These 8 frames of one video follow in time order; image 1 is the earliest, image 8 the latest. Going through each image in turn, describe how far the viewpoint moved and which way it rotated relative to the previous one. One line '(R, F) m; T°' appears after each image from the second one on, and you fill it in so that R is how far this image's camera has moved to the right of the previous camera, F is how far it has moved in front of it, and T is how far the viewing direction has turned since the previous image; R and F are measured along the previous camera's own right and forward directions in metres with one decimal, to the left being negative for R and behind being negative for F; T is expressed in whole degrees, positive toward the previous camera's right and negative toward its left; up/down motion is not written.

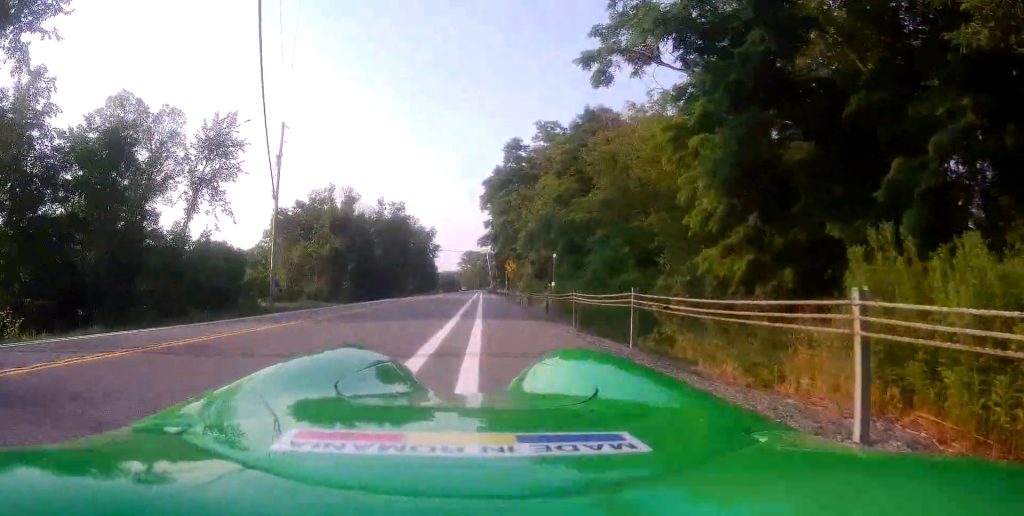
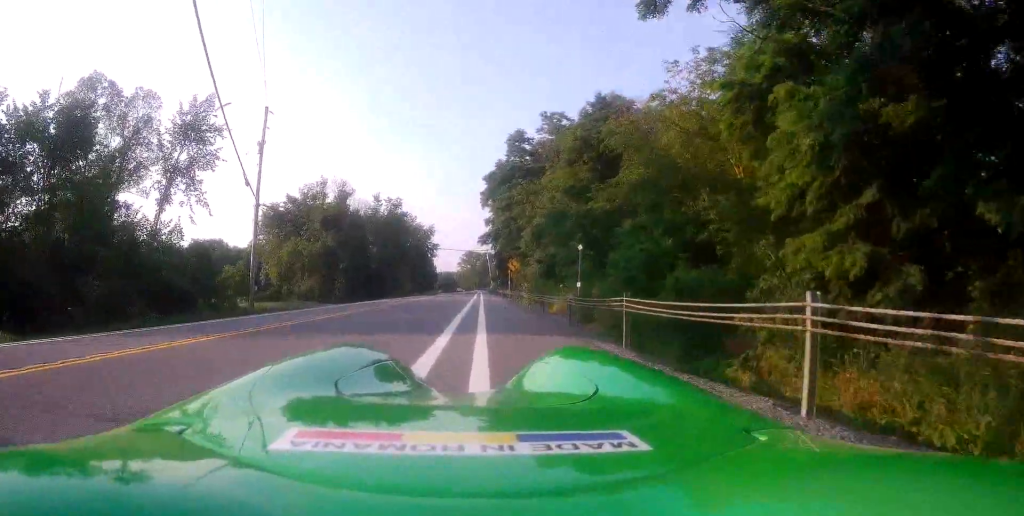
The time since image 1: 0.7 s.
(+0.1, +4.1) m; +4°
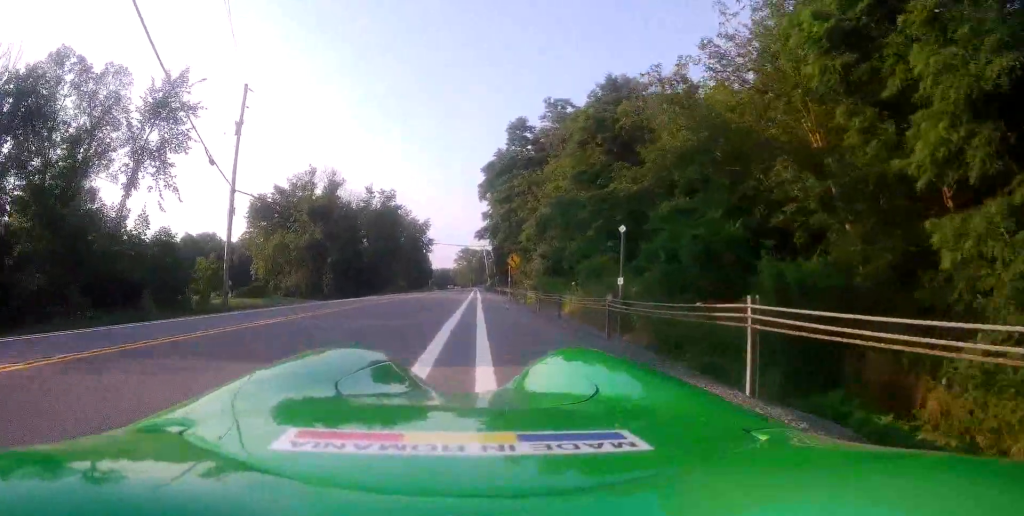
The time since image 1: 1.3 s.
(+0.2, +4.0) m; +2°
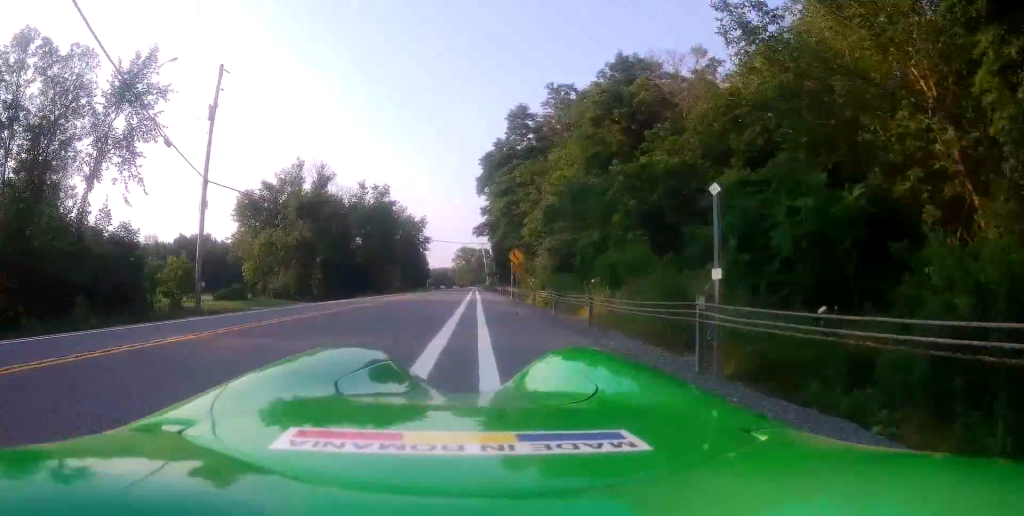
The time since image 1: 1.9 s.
(0.0, +4.0) m; 0°
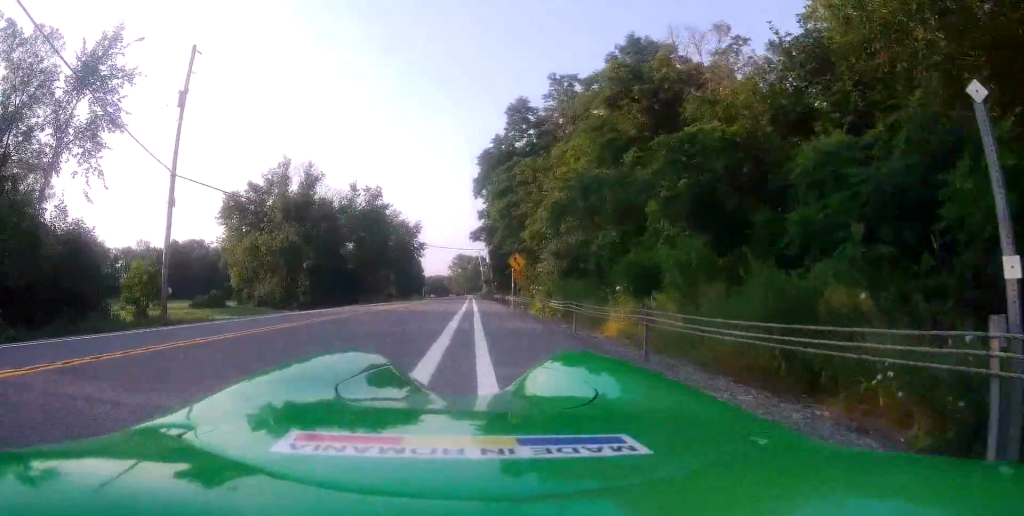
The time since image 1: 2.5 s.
(0.0, +3.4) m; -1°
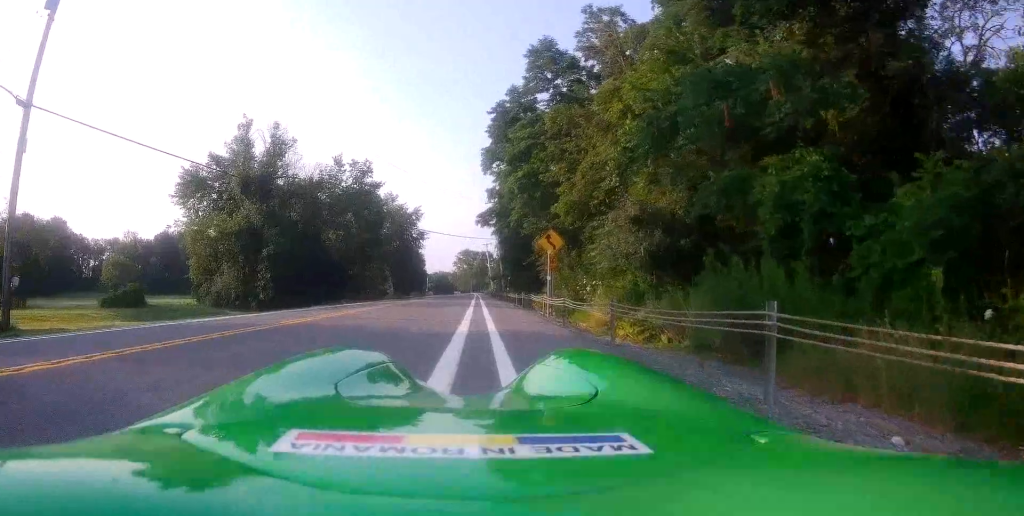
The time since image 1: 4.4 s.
(0.0, +11.9) m; +1°
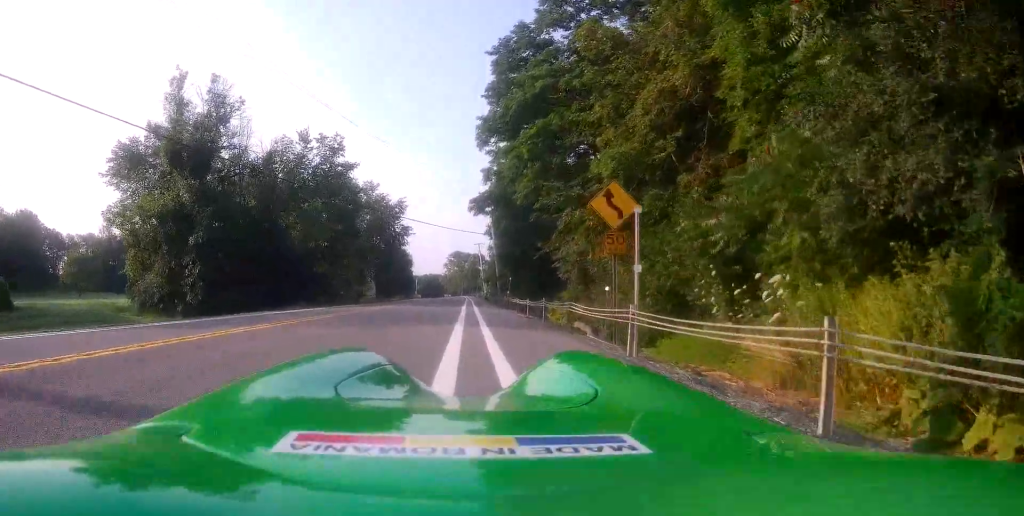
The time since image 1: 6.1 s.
(-0.4, +10.7) m; -4°
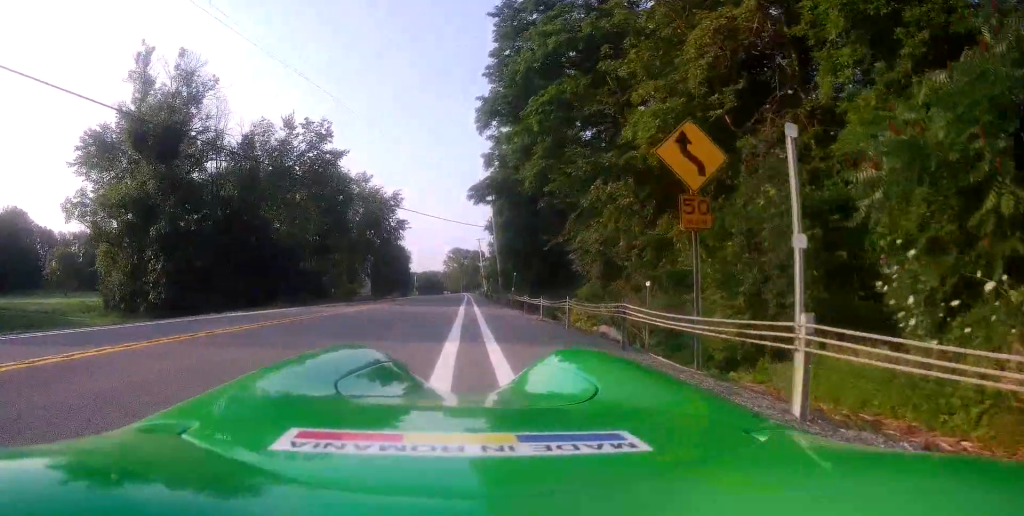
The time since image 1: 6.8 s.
(-0.1, +4.3) m; 0°
